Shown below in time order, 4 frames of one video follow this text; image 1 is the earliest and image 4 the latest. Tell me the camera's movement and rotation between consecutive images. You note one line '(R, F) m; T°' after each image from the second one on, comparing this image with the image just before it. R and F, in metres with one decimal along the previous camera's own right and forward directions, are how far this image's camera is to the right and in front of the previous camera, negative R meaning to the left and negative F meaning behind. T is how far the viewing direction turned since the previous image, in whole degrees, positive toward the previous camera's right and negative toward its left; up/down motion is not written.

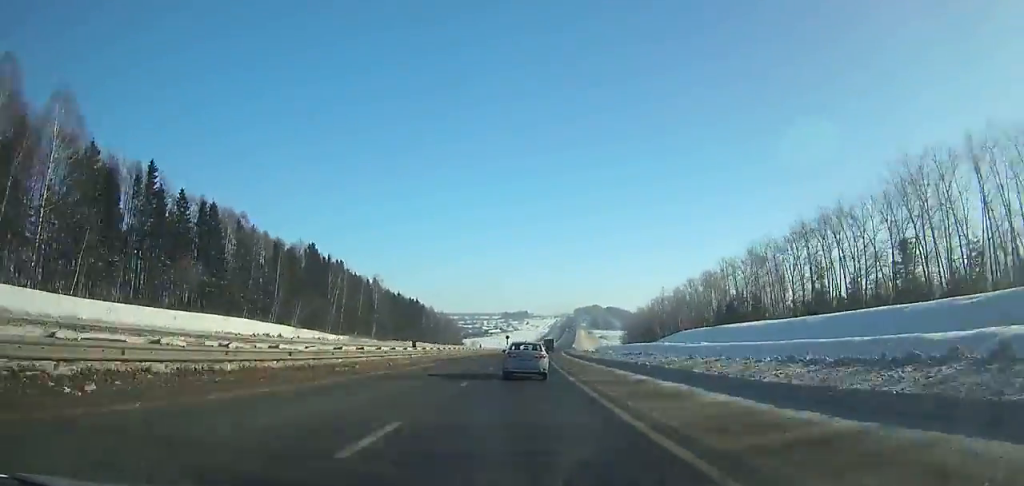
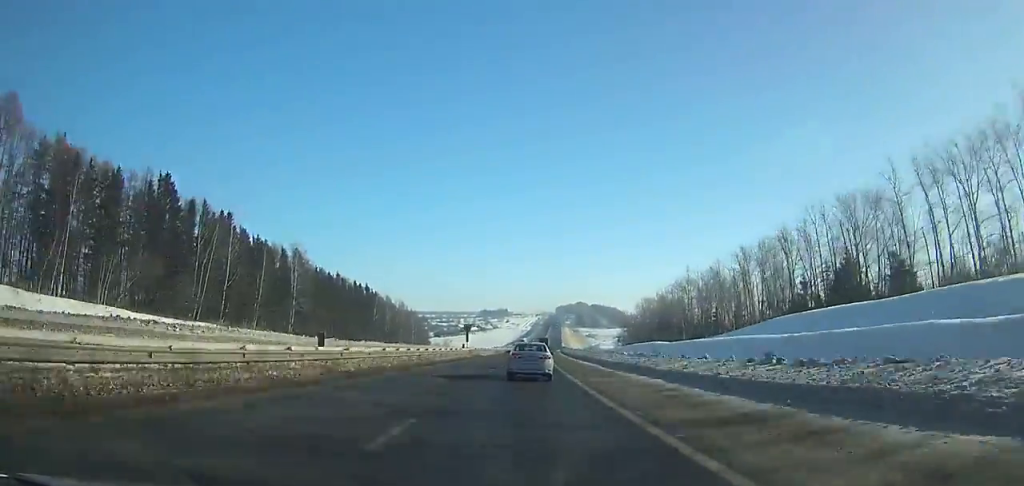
(+0.8, +58.5) m; +2°
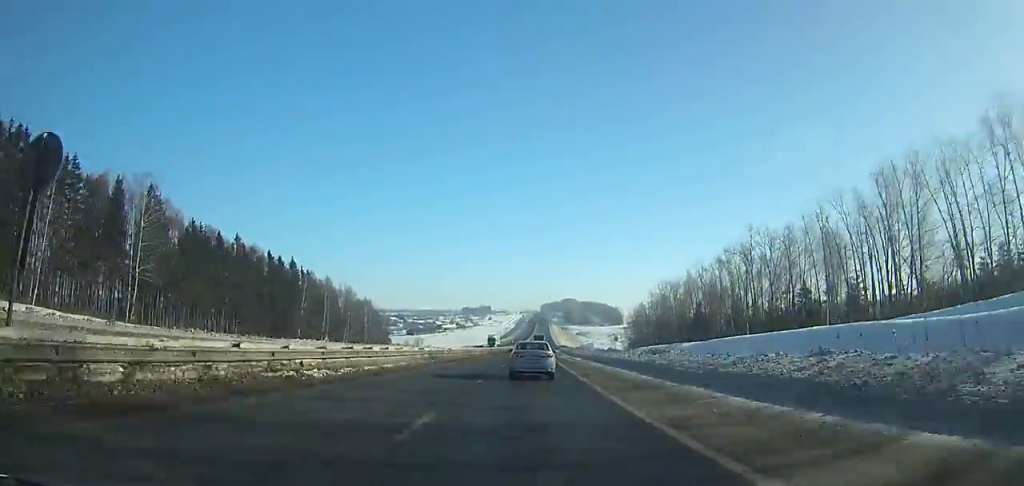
(+0.9, +58.4) m; +1°
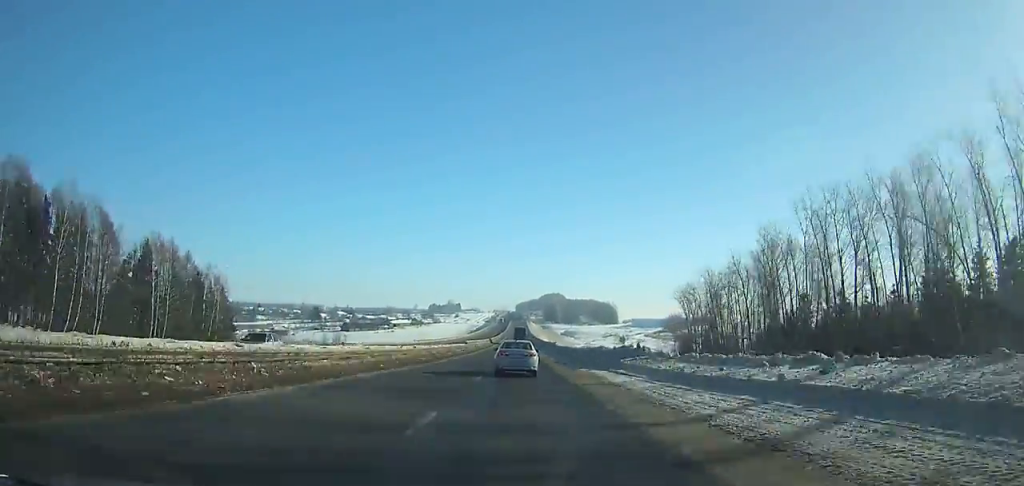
(+2.2, +119.0) m; +1°
